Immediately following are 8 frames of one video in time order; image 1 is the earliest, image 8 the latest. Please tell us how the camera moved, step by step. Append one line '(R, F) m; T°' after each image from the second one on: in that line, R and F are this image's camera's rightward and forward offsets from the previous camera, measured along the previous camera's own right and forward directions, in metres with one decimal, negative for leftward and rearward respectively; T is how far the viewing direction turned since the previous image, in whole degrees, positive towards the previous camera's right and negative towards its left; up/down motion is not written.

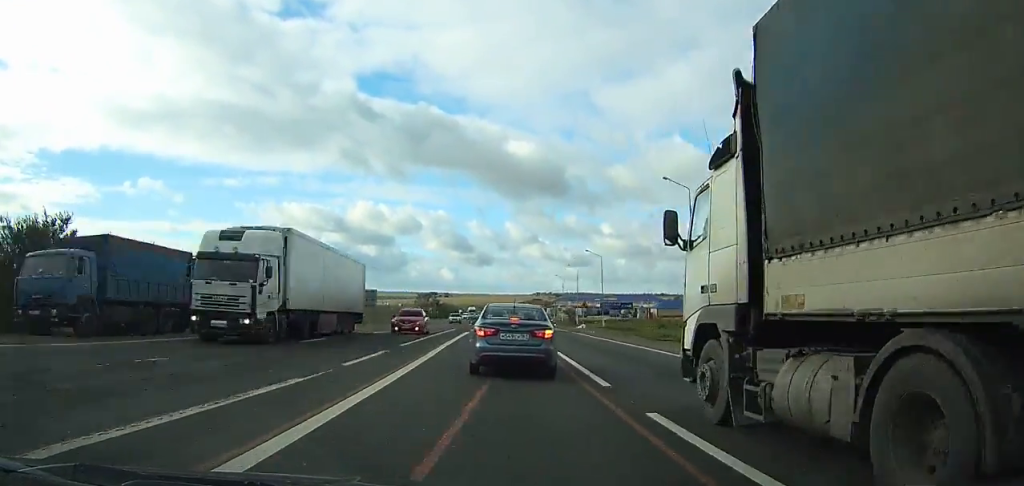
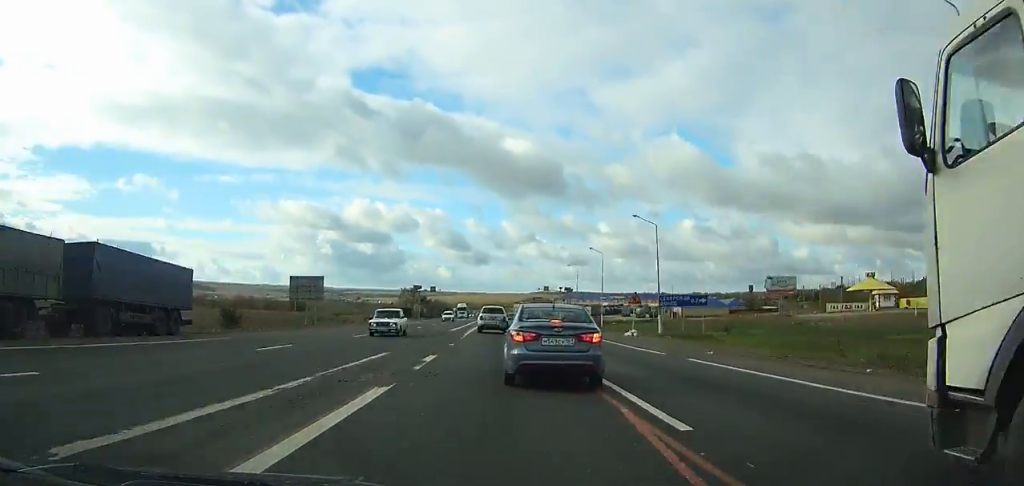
(+0.1, +26.7) m; 0°
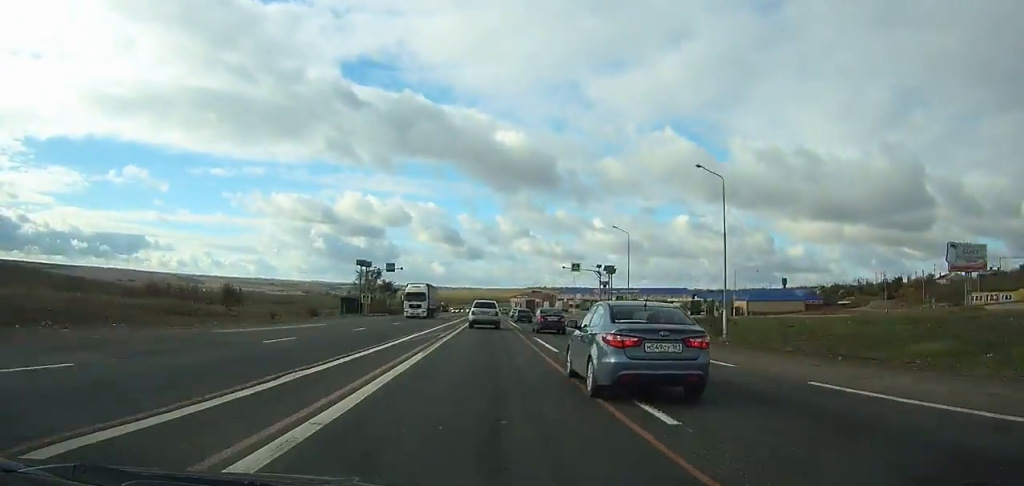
(+0.1, +44.7) m; +1°
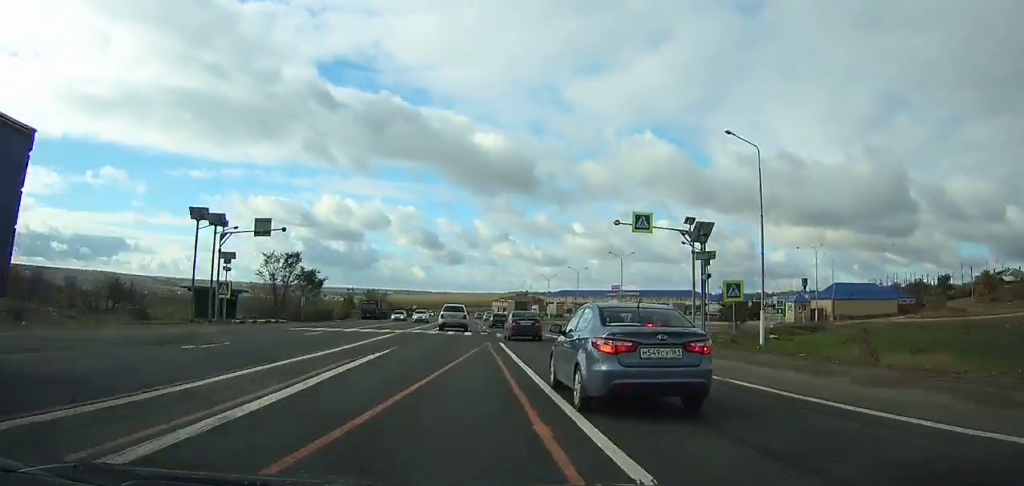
(0.0, +39.1) m; +1°
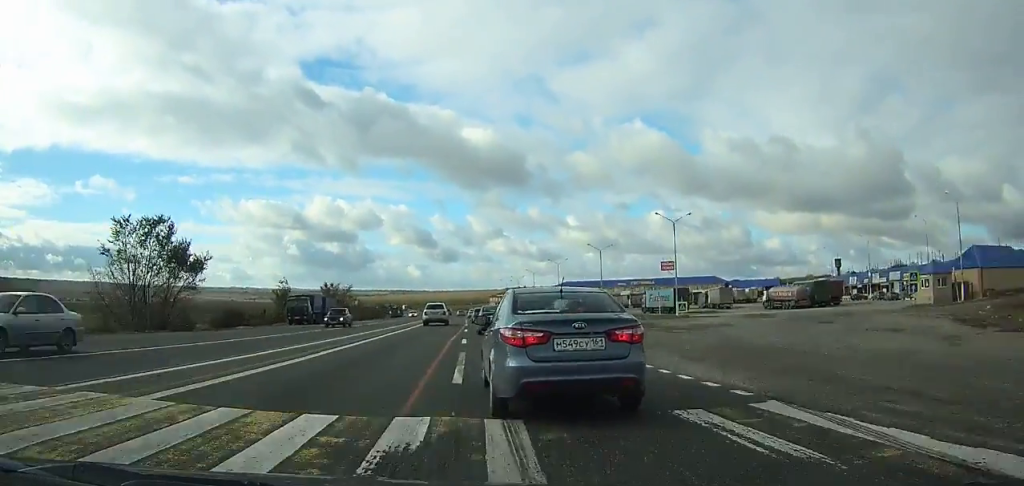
(+0.8, +33.1) m; 0°
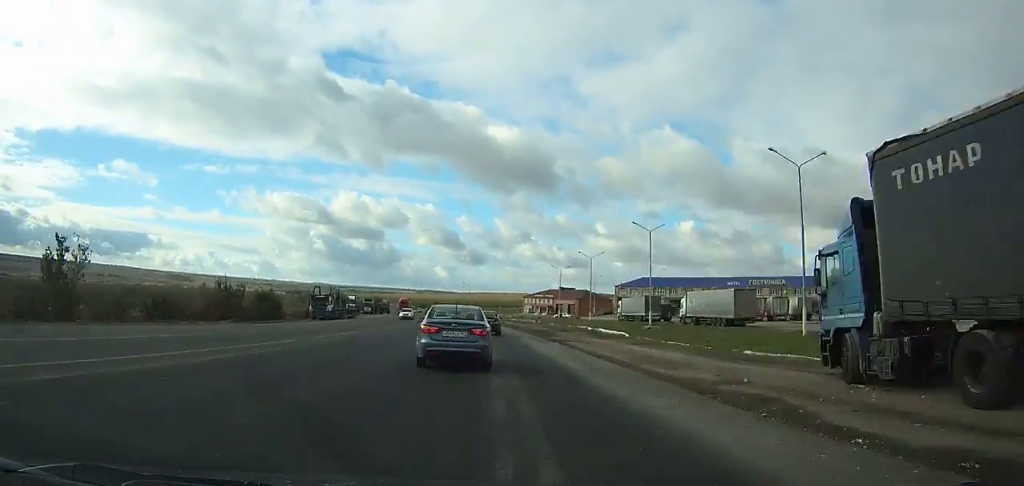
(-2.1, +96.4) m; -3°
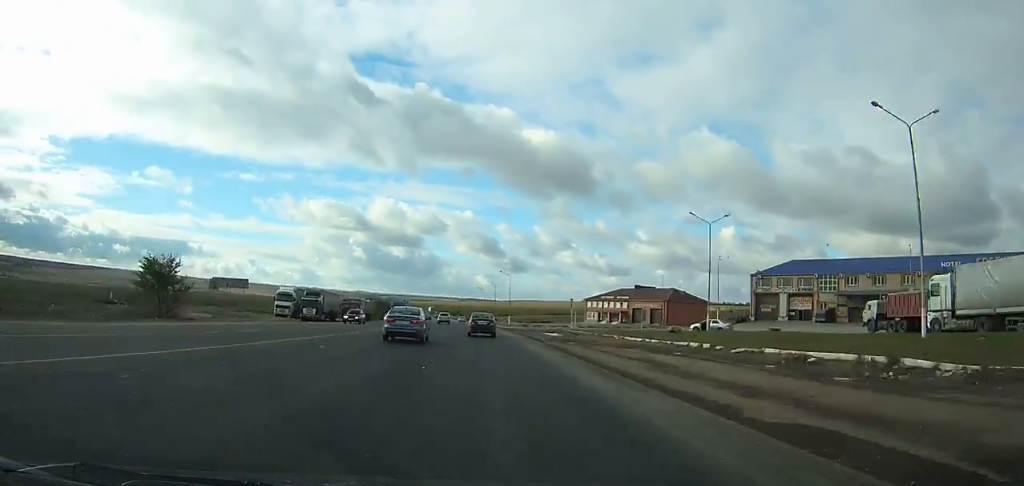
(-1.8, +69.5) m; -3°
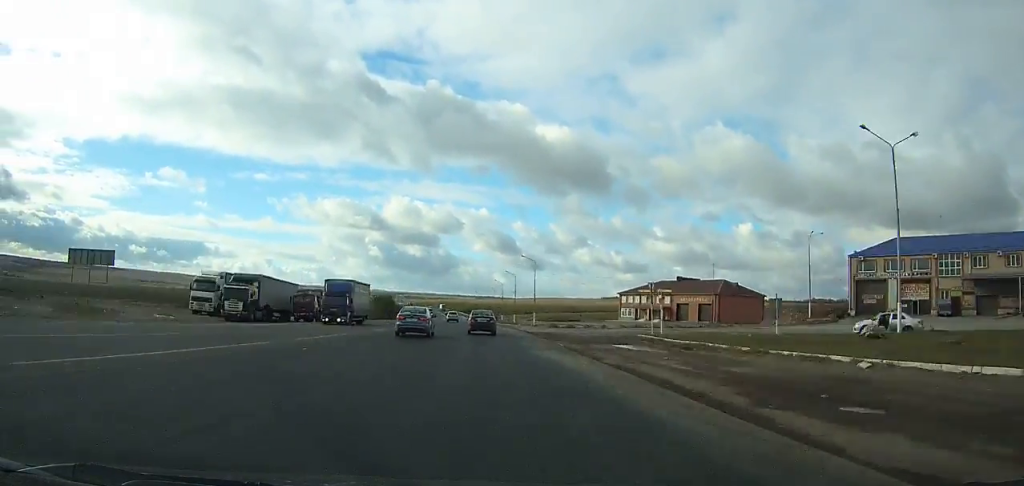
(0.0, +25.7) m; -1°
